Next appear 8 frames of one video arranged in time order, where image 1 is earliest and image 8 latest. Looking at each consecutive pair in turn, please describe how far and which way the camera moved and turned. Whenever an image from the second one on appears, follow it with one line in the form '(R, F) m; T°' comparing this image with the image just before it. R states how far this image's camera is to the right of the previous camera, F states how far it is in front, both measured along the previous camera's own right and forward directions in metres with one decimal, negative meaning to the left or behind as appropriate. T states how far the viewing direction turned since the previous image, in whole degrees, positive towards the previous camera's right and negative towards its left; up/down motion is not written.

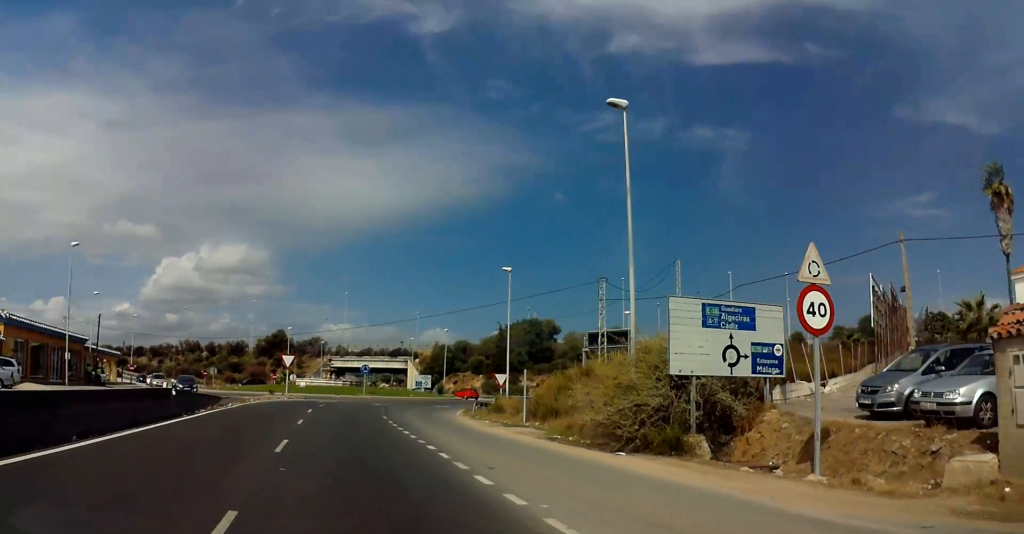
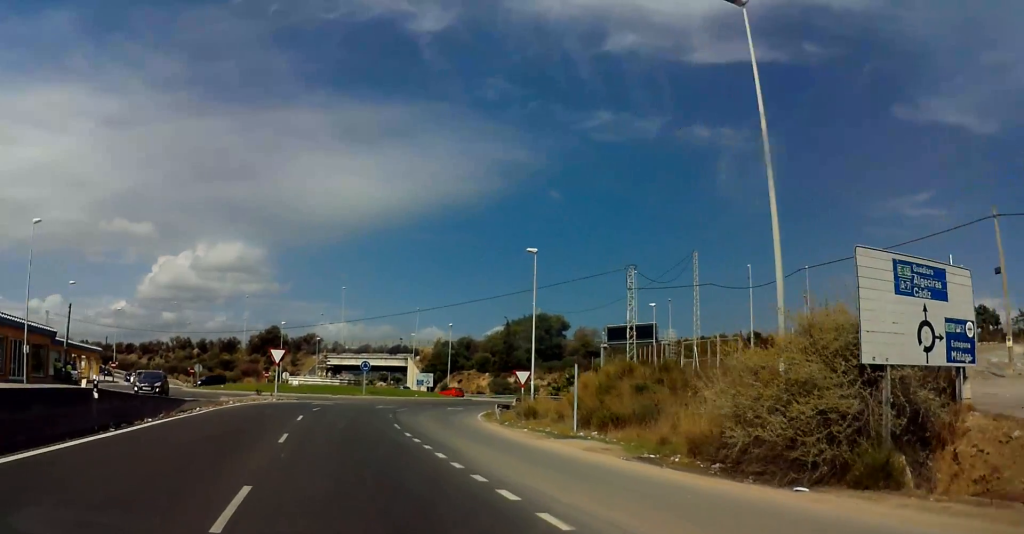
(0.0, +7.0) m; 0°
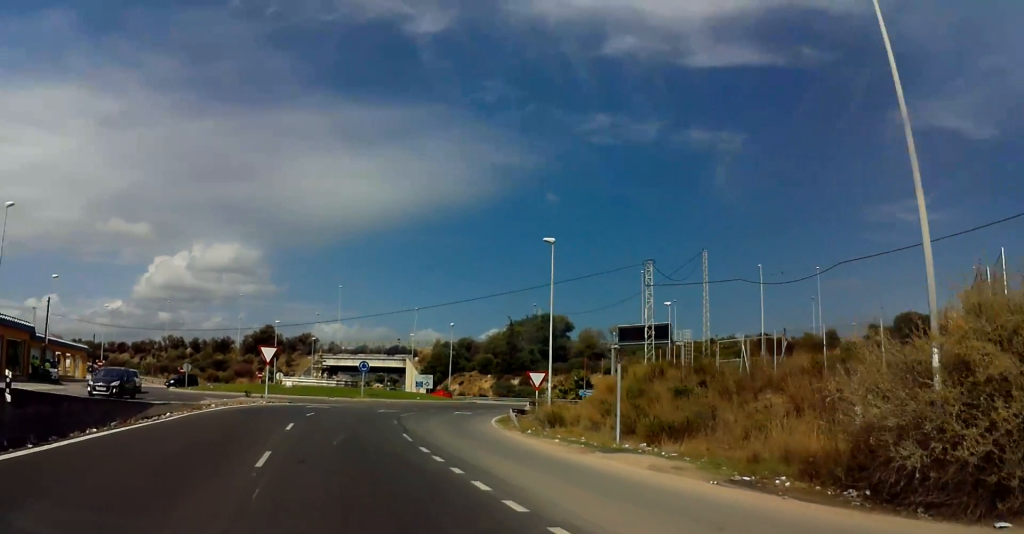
(0.0, +4.1) m; +1°
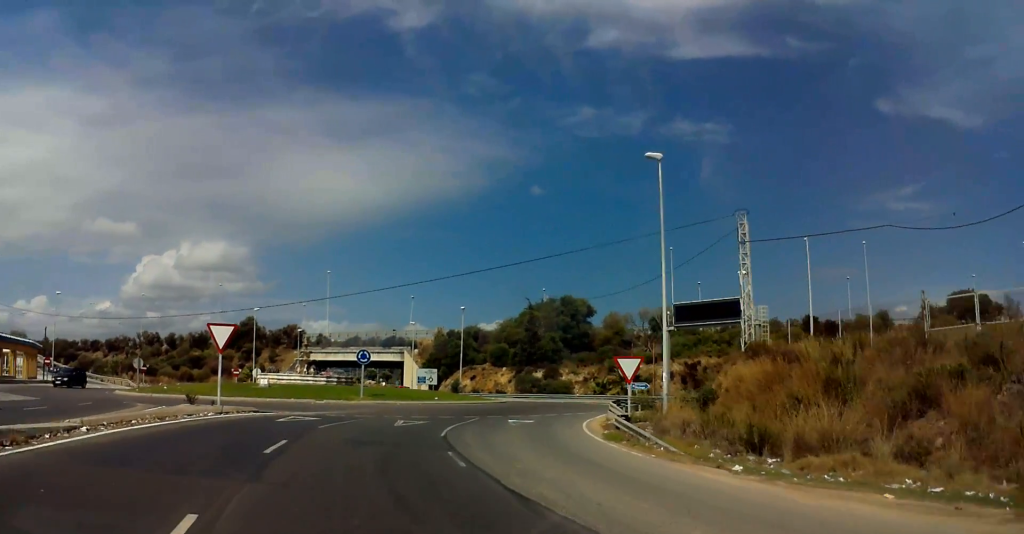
(+0.3, +15.1) m; +2°
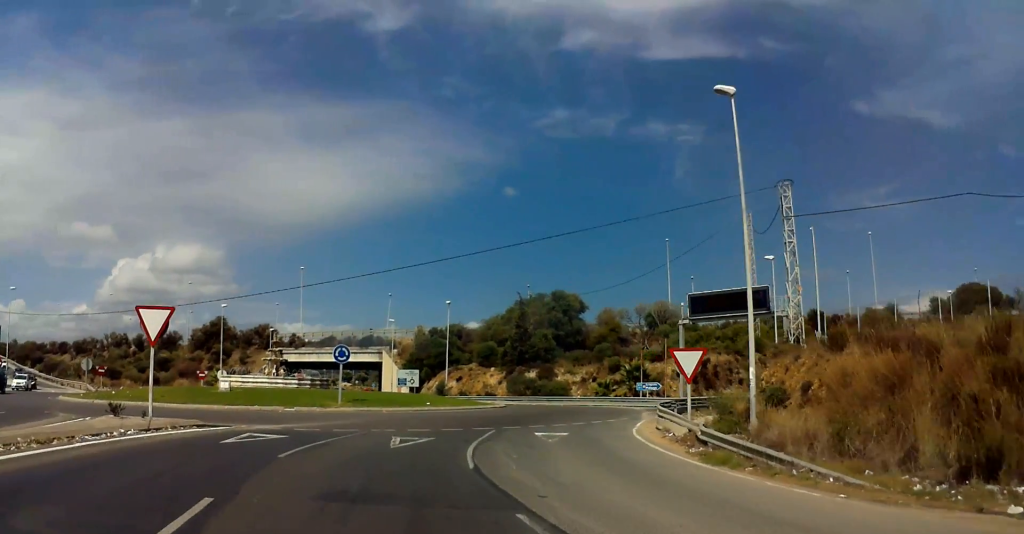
(0.0, +7.3) m; -1°
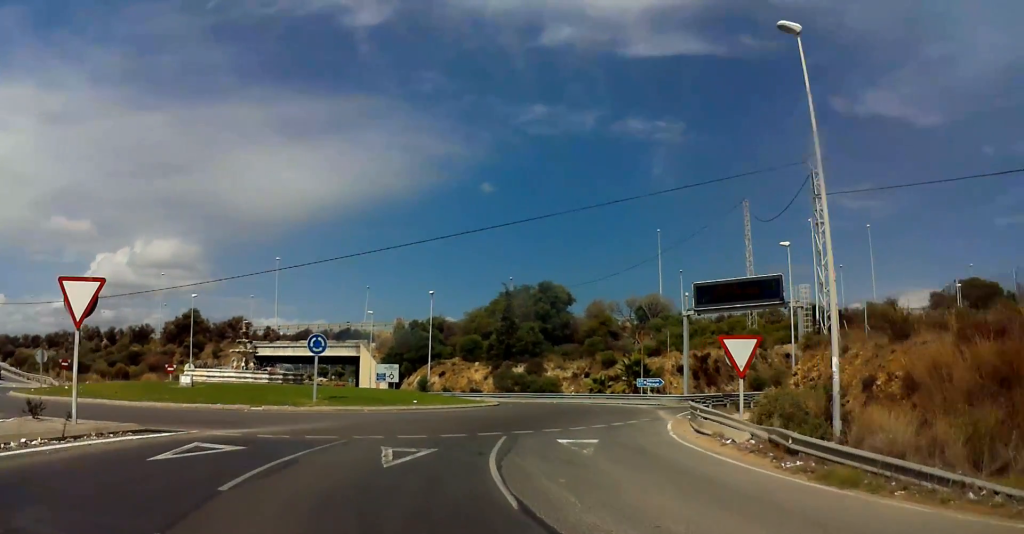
(-0.1, +4.4) m; 0°
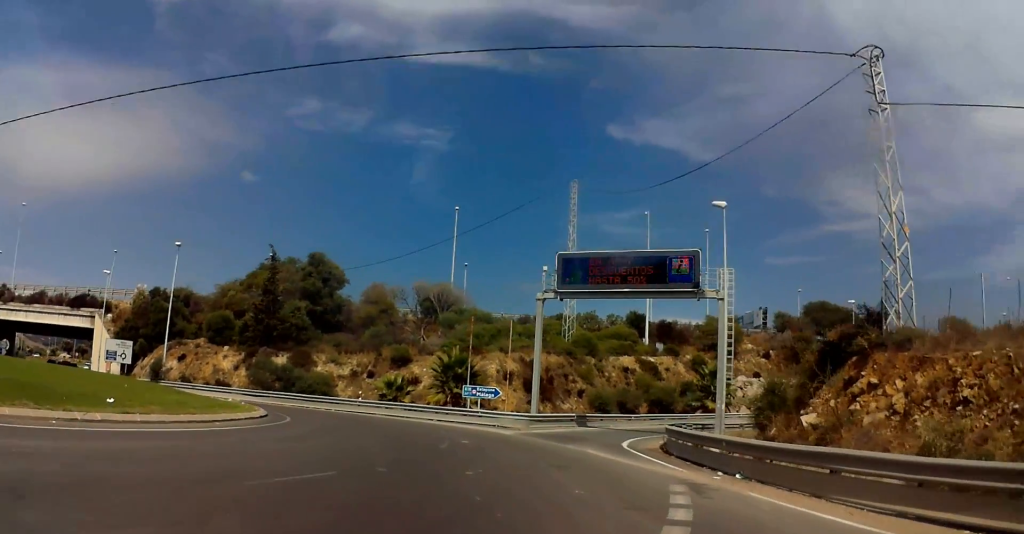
(+1.0, +18.7) m; +15°
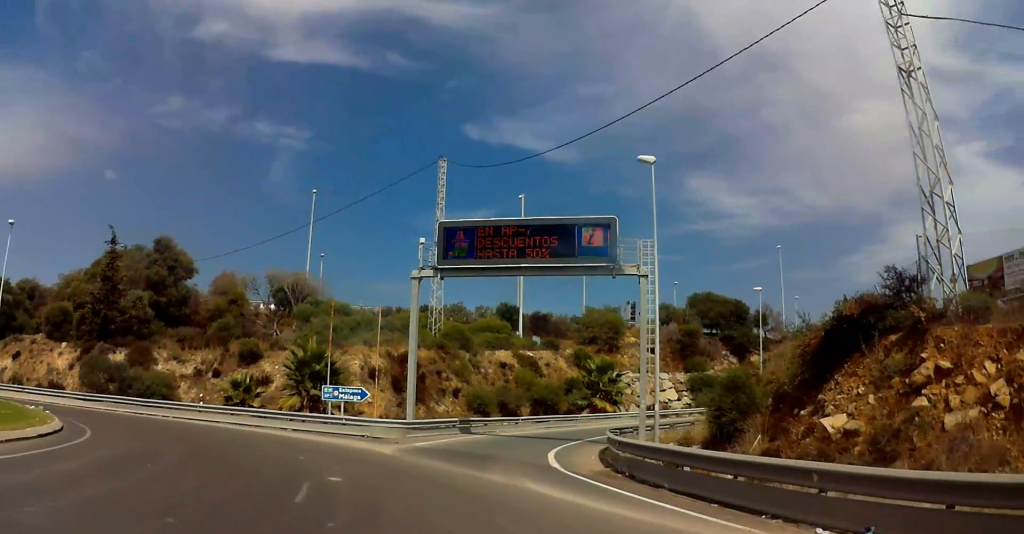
(+1.2, +7.5) m; +18°
